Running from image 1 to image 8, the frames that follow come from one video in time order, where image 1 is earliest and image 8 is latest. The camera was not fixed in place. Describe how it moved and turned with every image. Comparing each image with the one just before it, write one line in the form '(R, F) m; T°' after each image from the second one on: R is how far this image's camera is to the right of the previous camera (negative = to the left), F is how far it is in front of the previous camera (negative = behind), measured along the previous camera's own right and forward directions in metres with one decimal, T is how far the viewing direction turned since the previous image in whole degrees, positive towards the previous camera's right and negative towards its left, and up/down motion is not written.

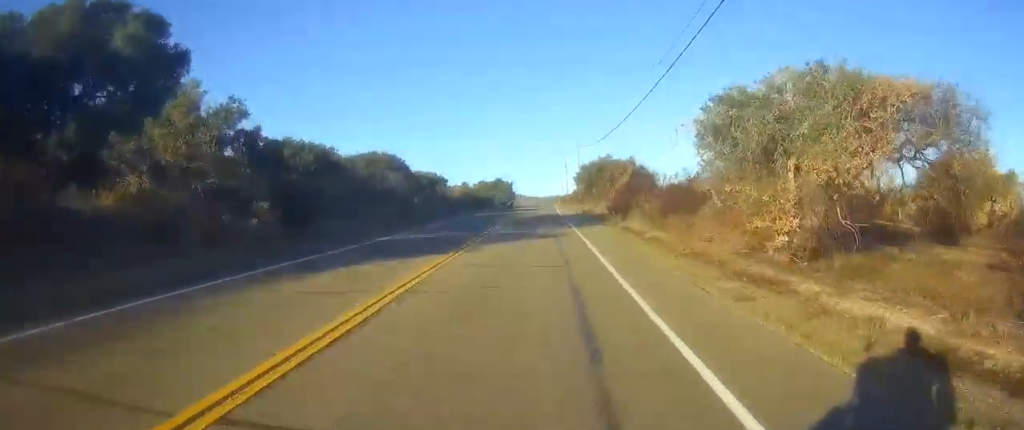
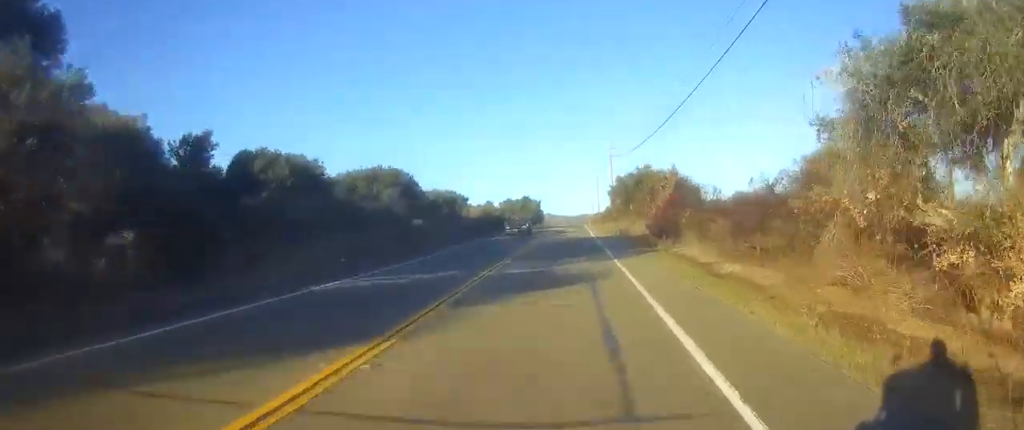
(0.0, +9.6) m; 0°
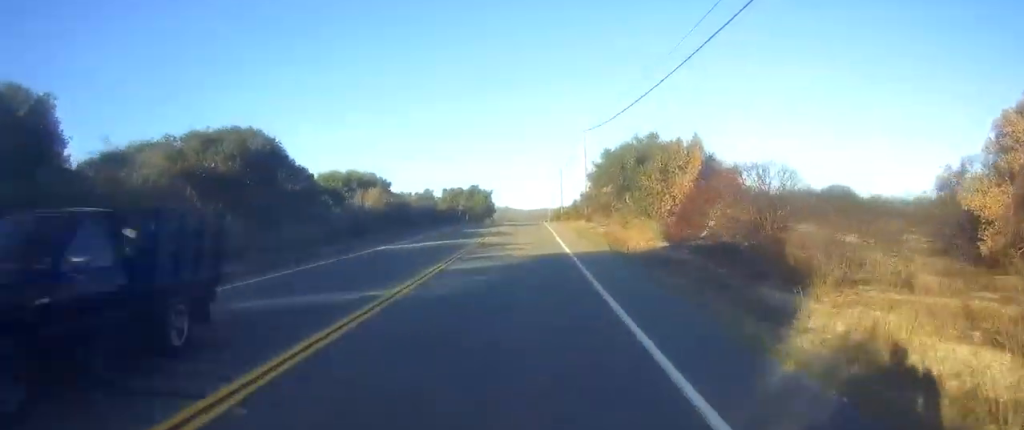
(-0.1, +23.6) m; -1°
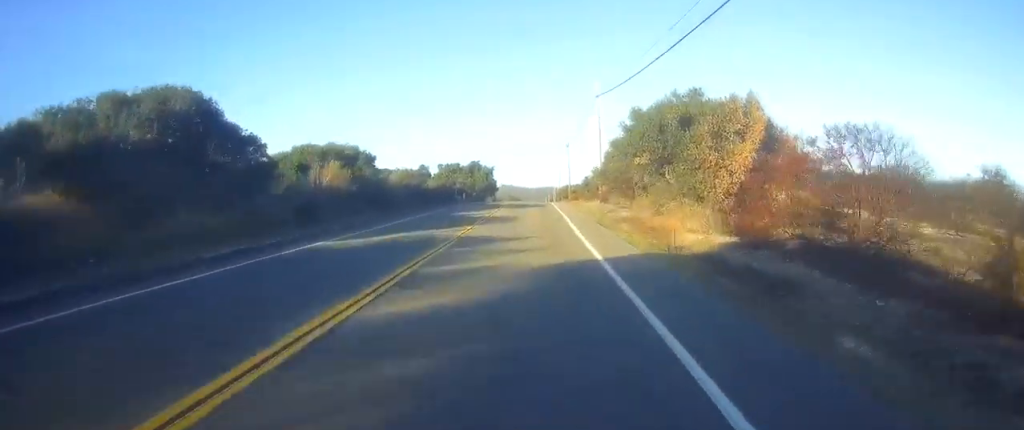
(0.0, +9.4) m; -1°
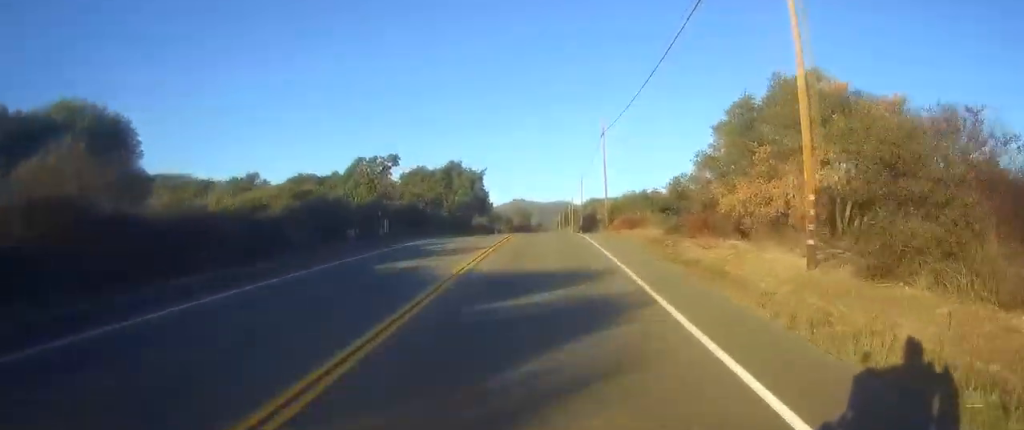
(-0.3, +41.8) m; 0°
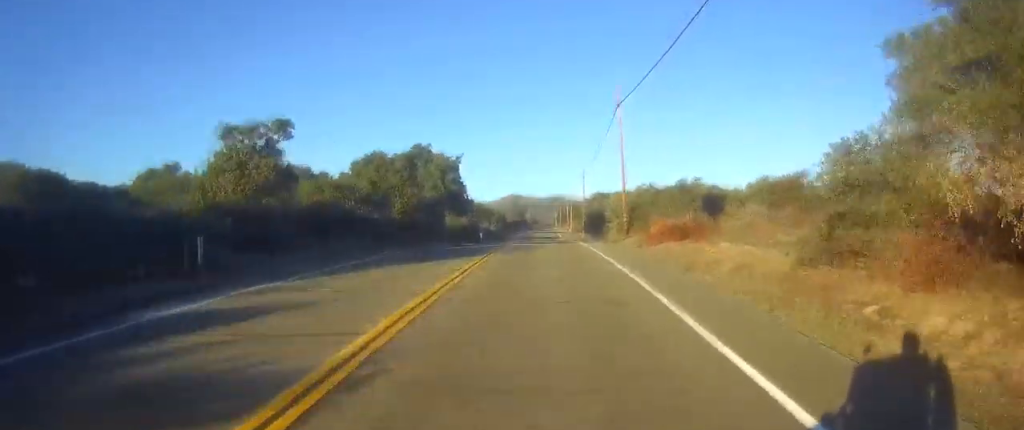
(+0.1, +17.5) m; 0°
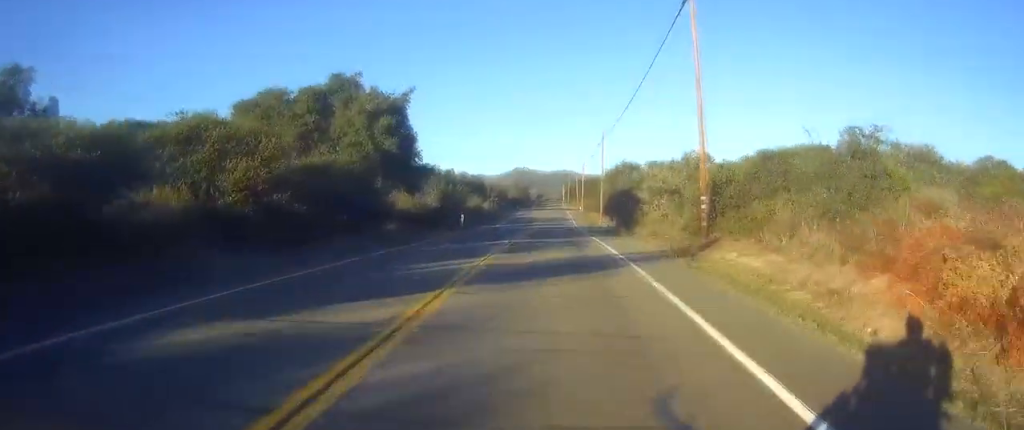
(0.0, +22.8) m; 0°
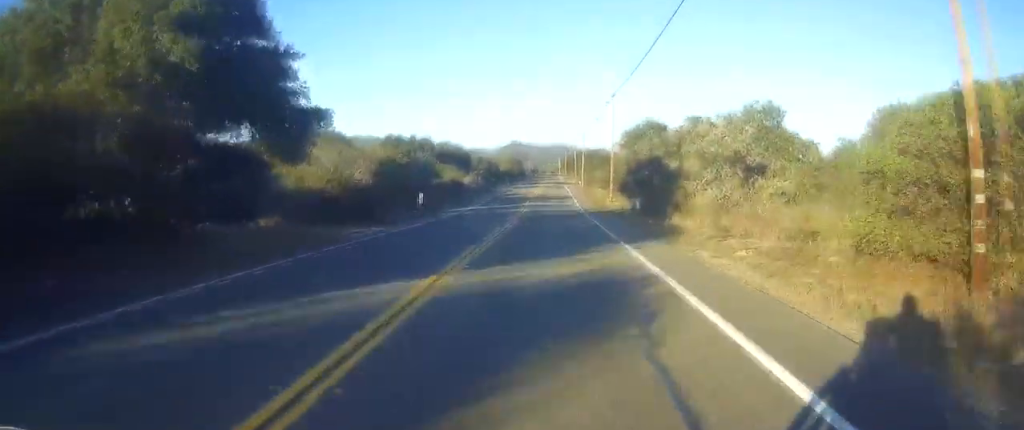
(0.0, +16.9) m; 0°
